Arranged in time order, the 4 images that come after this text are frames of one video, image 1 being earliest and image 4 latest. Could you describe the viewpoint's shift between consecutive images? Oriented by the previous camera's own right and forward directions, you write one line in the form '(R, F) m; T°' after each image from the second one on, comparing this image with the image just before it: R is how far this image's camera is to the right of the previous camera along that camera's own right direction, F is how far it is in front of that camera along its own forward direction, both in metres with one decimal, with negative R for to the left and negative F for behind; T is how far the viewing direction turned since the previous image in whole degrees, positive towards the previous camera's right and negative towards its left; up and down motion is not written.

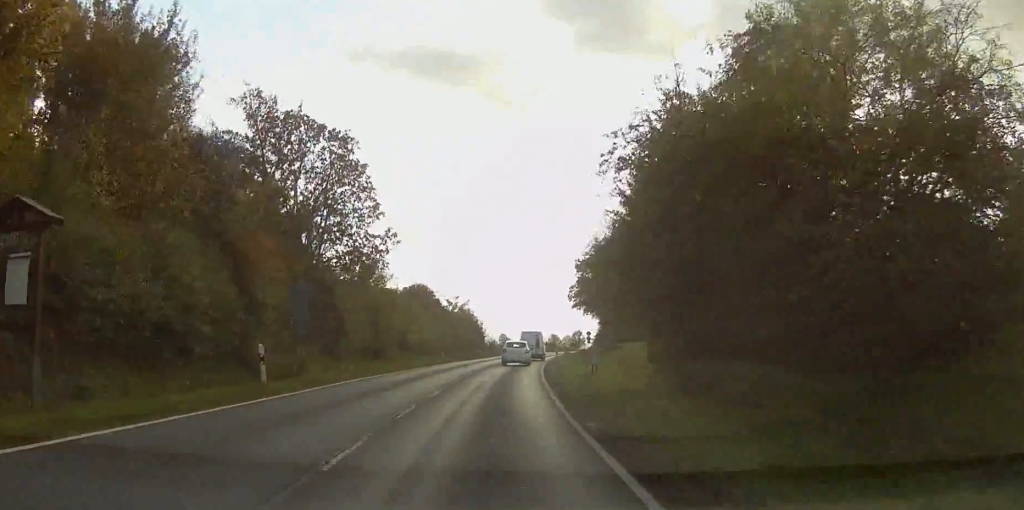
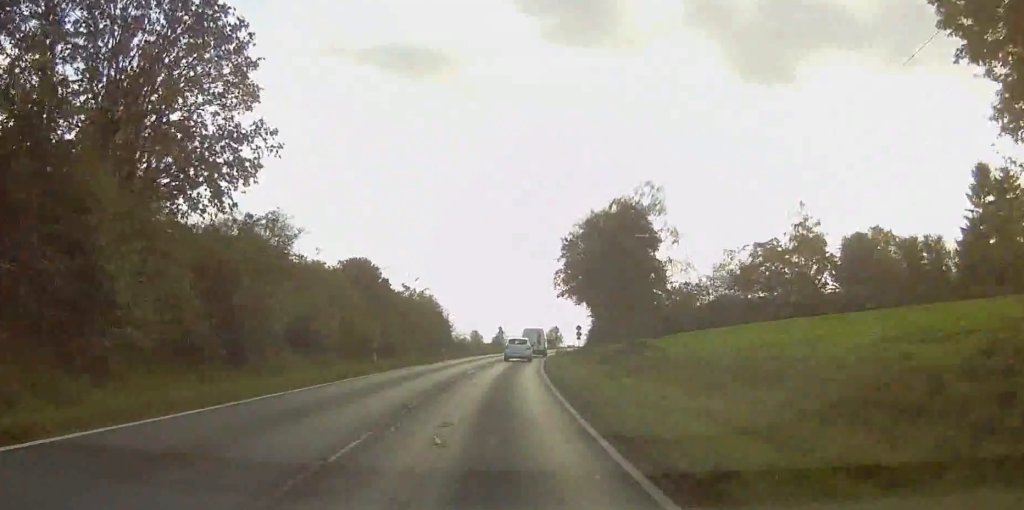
(+0.3, +23.8) m; +3°
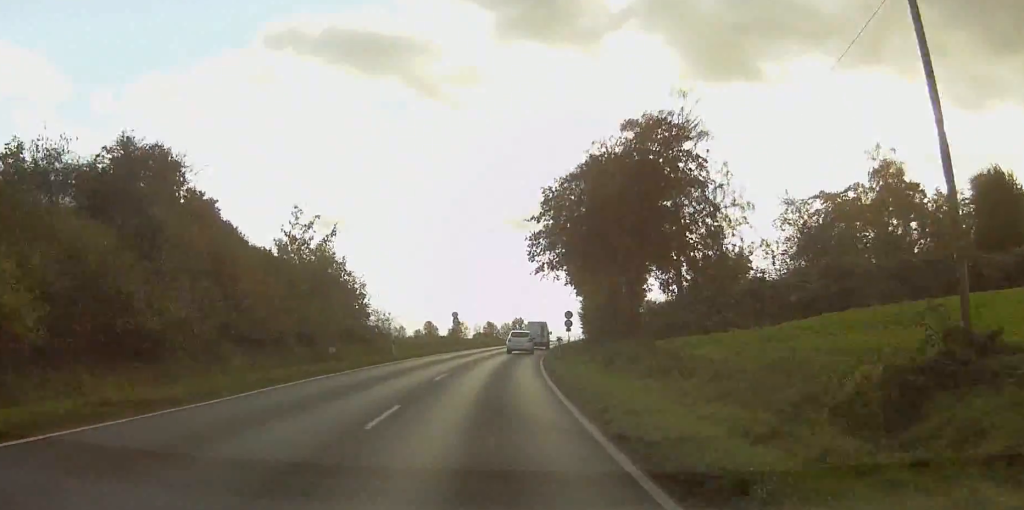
(-0.1, +35.7) m; +1°
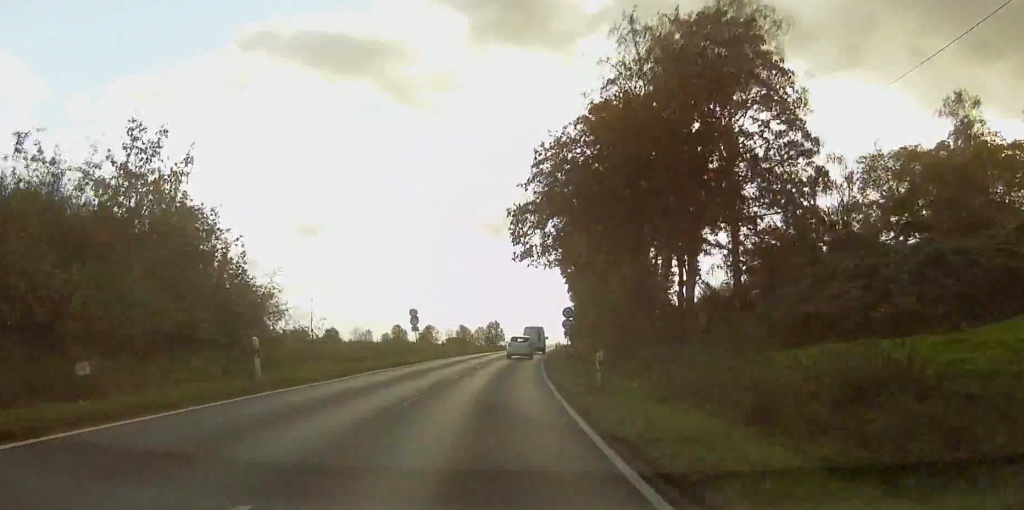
(+0.8, +21.1) m; +2°
